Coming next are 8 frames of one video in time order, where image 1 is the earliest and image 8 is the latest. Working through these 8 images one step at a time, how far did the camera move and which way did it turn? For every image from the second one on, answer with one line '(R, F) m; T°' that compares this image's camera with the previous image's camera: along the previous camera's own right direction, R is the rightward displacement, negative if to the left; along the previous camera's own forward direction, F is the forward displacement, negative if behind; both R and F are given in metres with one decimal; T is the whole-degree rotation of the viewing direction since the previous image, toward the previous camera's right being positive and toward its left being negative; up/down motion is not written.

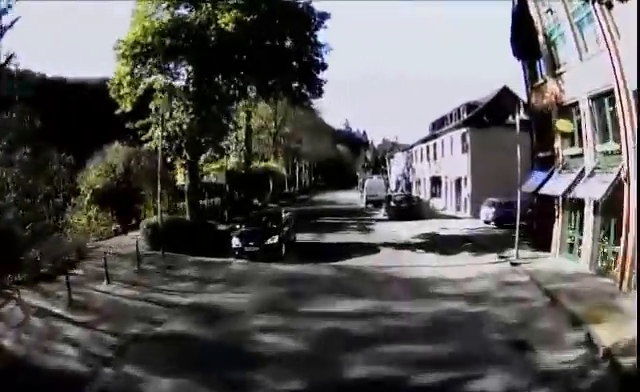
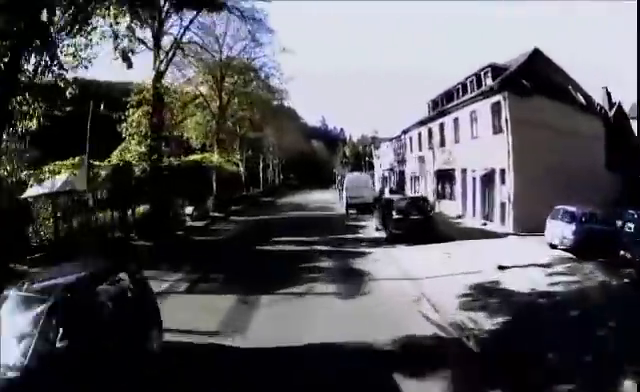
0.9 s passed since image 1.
(-0.1, +9.5) m; +1°
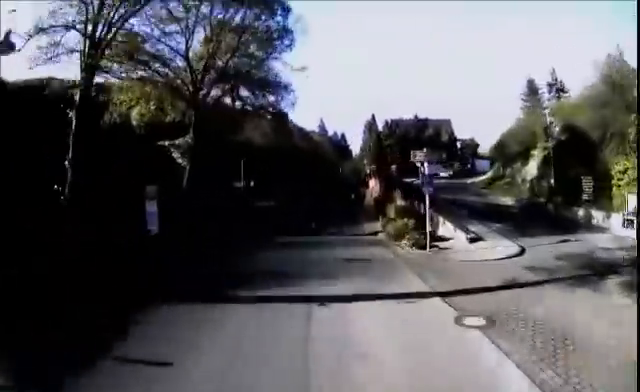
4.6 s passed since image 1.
(-0.6, +46.6) m; -1°
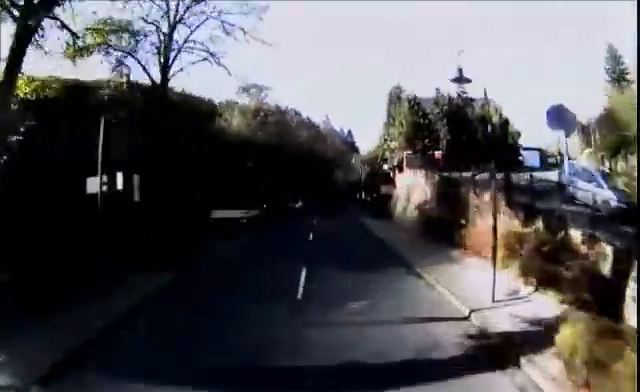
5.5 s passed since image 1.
(+0.4, +12.7) m; +5°
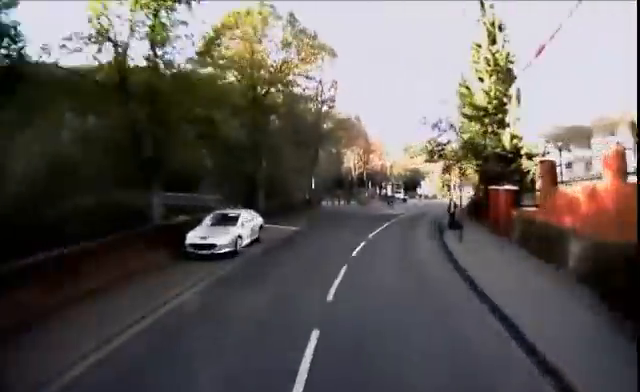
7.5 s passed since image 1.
(+3.6, +29.8) m; +14°
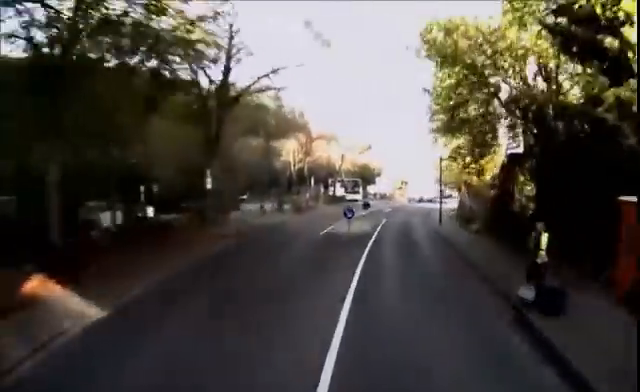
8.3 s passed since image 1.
(+0.5, +12.4) m; +5°
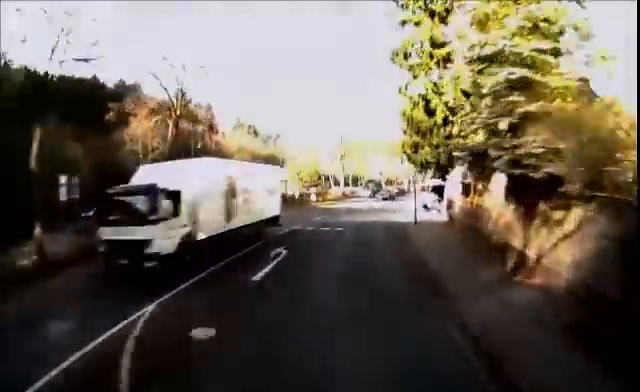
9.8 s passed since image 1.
(+1.5, +22.7) m; +4°
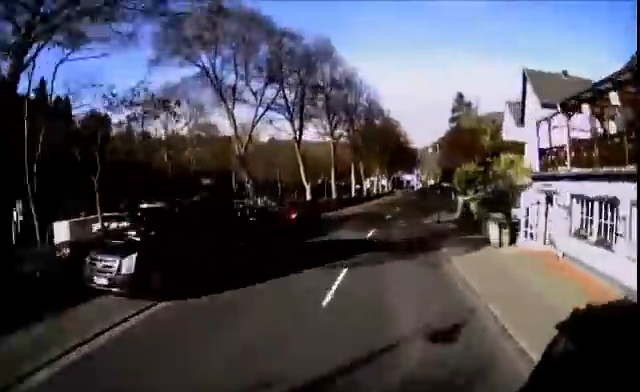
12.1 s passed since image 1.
(+4.0, +36.6) m; +18°
